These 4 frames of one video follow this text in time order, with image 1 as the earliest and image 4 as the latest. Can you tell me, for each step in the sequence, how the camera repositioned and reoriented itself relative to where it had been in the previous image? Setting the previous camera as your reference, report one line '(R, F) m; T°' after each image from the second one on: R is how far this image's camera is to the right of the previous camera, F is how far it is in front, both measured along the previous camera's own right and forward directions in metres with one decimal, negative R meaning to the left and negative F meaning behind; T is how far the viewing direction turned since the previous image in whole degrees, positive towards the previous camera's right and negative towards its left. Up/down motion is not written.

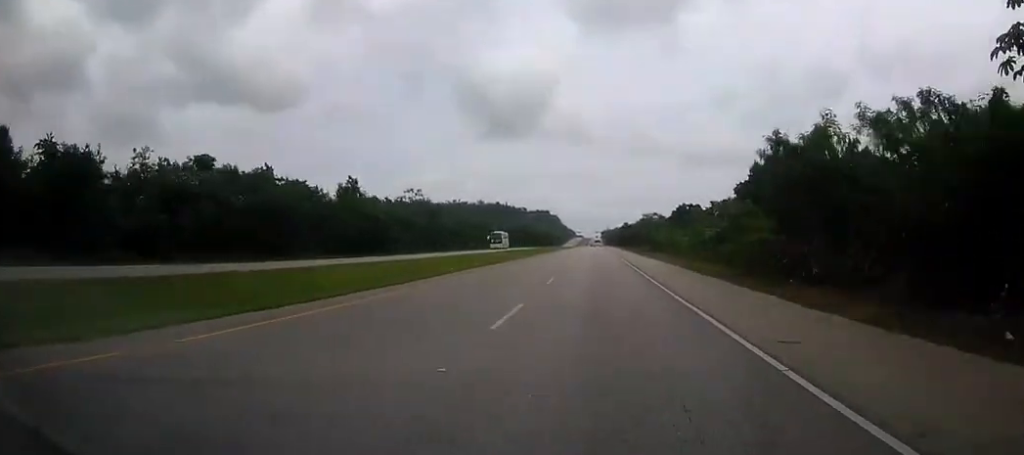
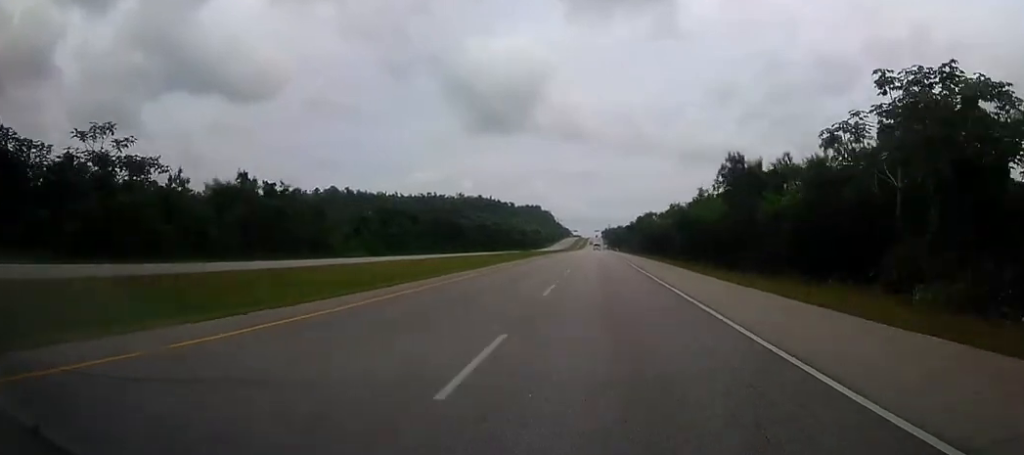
(-0.3, +150.0) m; 0°
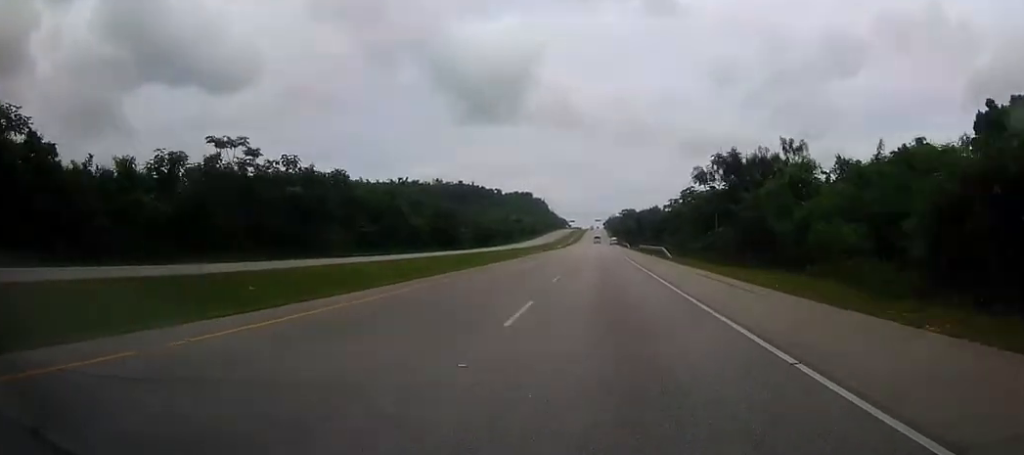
(+0.3, +126.6) m; 0°
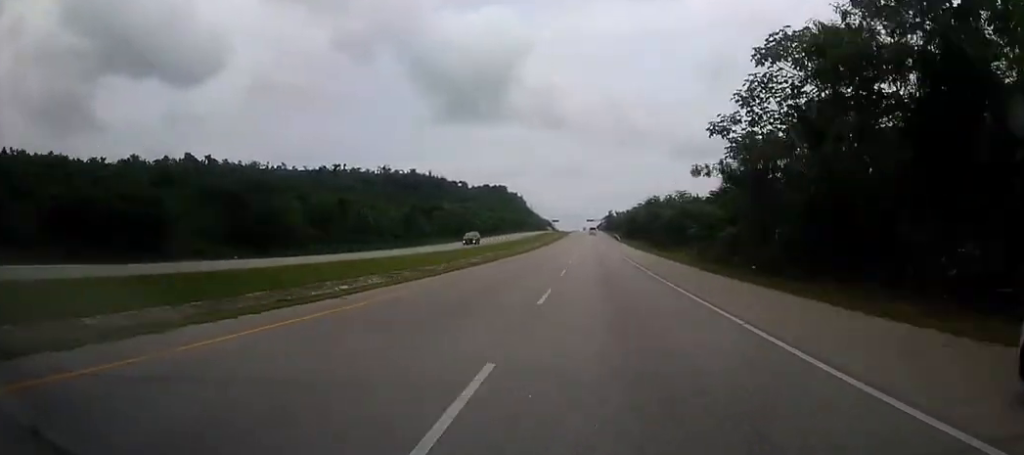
(0.0, +164.1) m; 0°
